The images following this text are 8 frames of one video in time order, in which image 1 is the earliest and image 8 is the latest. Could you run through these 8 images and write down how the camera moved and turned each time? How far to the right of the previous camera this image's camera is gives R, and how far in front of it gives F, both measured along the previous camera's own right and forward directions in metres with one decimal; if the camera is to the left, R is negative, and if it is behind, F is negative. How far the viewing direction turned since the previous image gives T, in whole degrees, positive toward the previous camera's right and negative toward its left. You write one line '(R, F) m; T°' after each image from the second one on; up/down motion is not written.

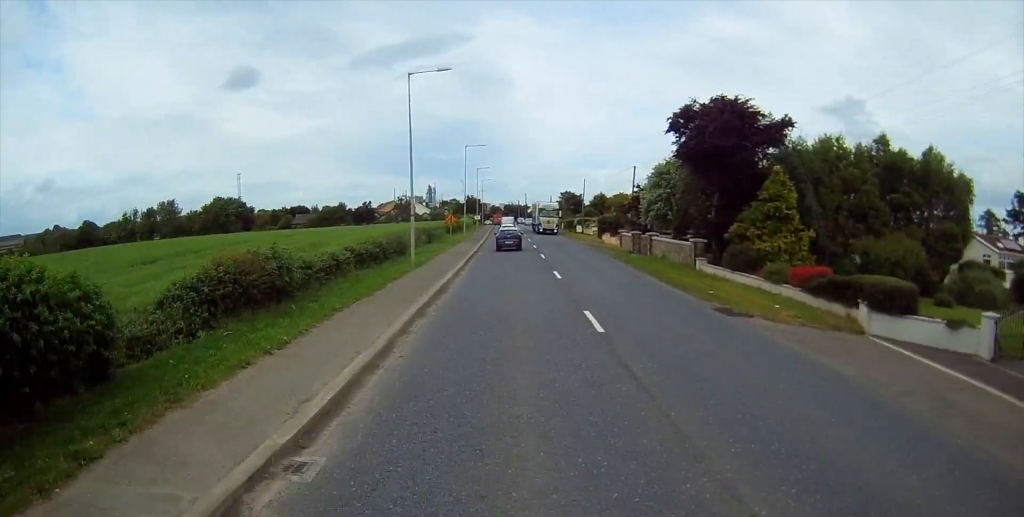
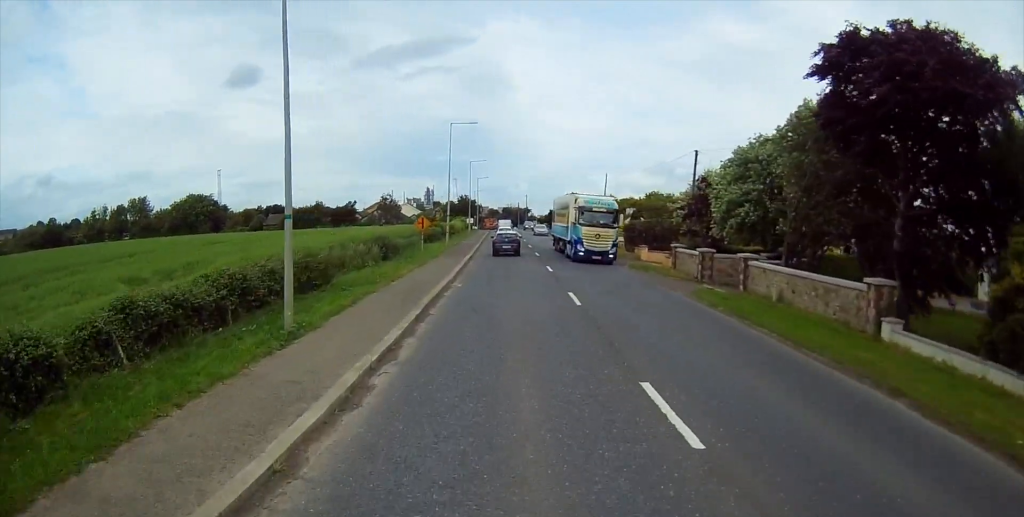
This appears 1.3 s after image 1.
(-0.4, +18.8) m; -1°
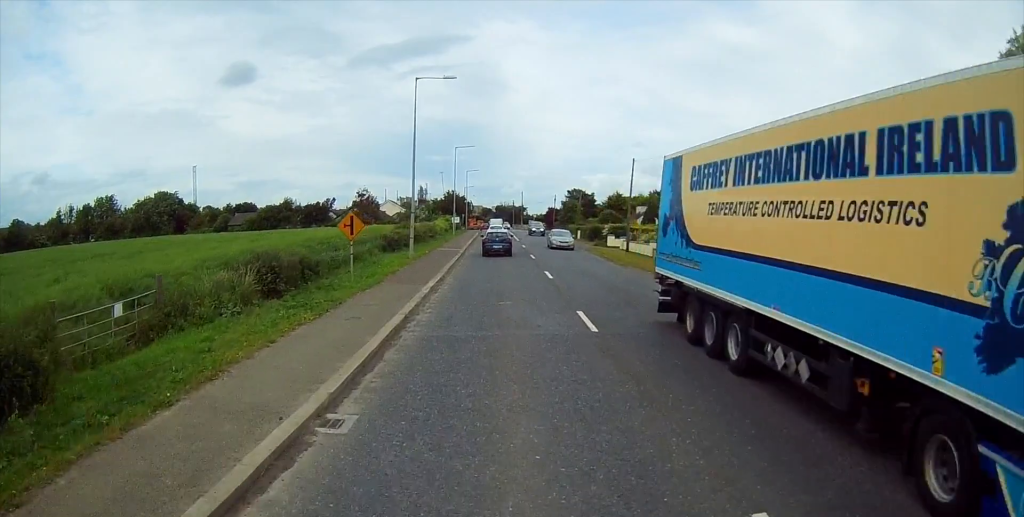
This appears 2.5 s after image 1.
(+0.3, +17.0) m; +2°
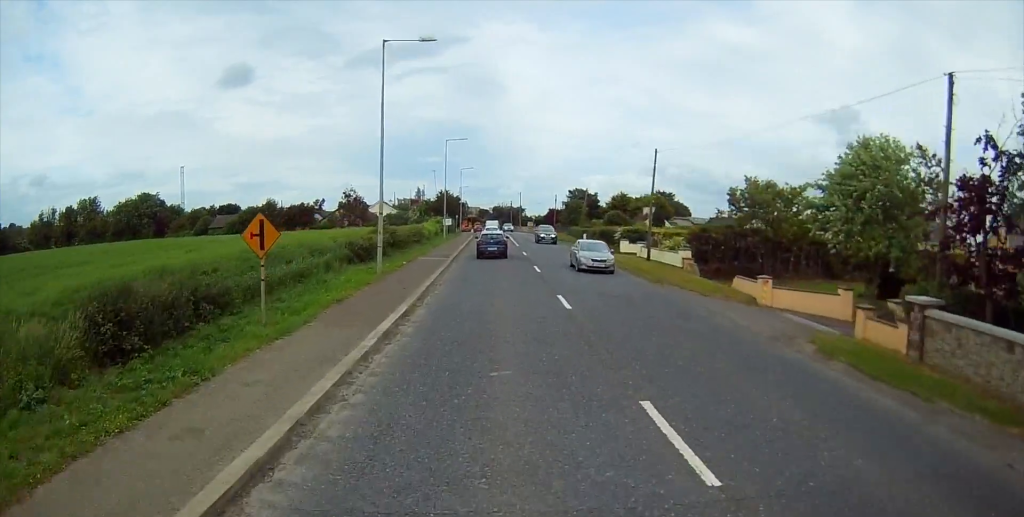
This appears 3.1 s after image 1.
(+0.2, +8.4) m; 0°
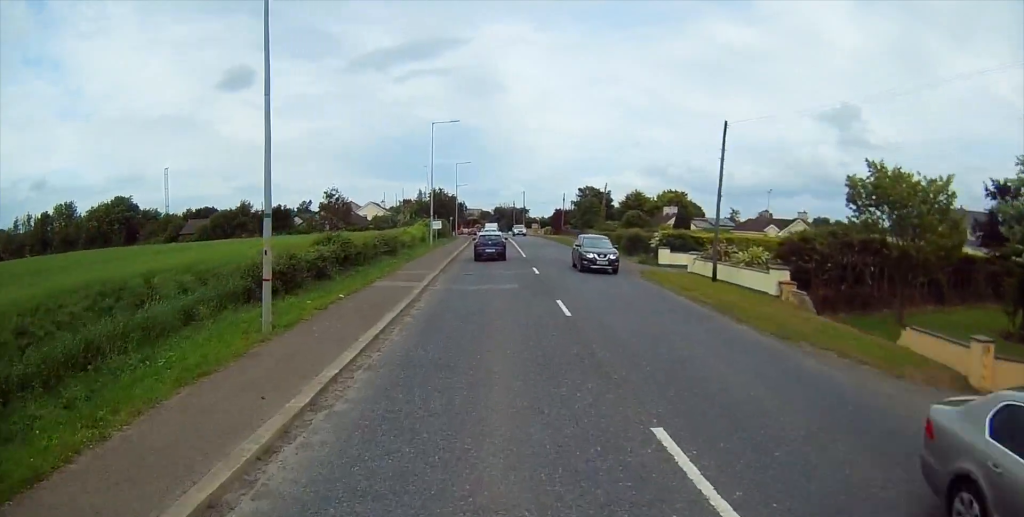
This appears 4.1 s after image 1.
(-0.1, +13.3) m; 0°
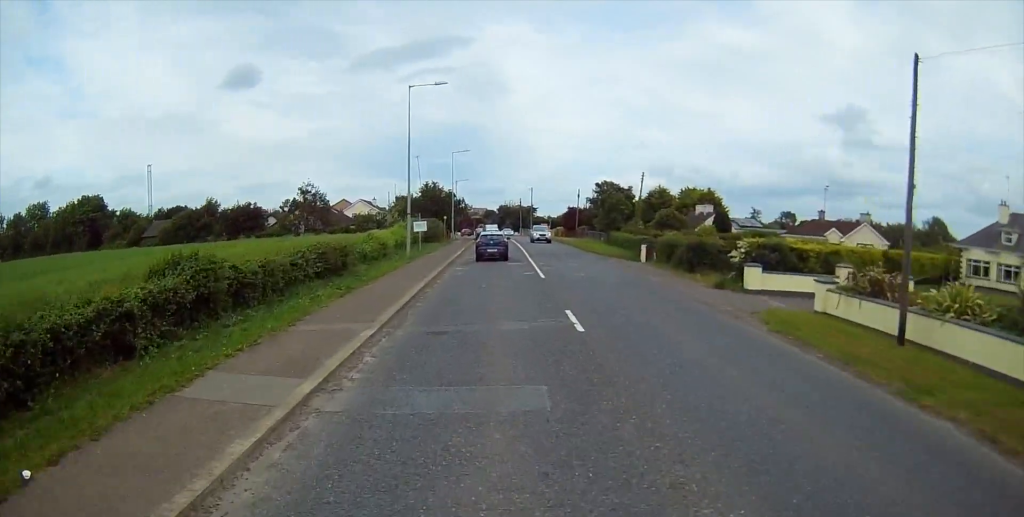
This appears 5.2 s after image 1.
(+0.1, +14.9) m; -1°
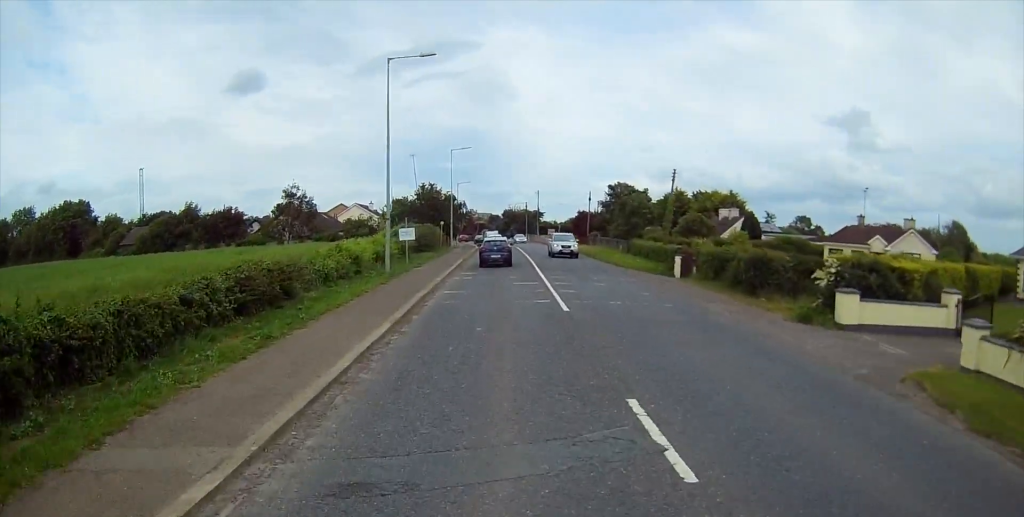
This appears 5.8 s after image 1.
(-0.1, +8.1) m; -1°
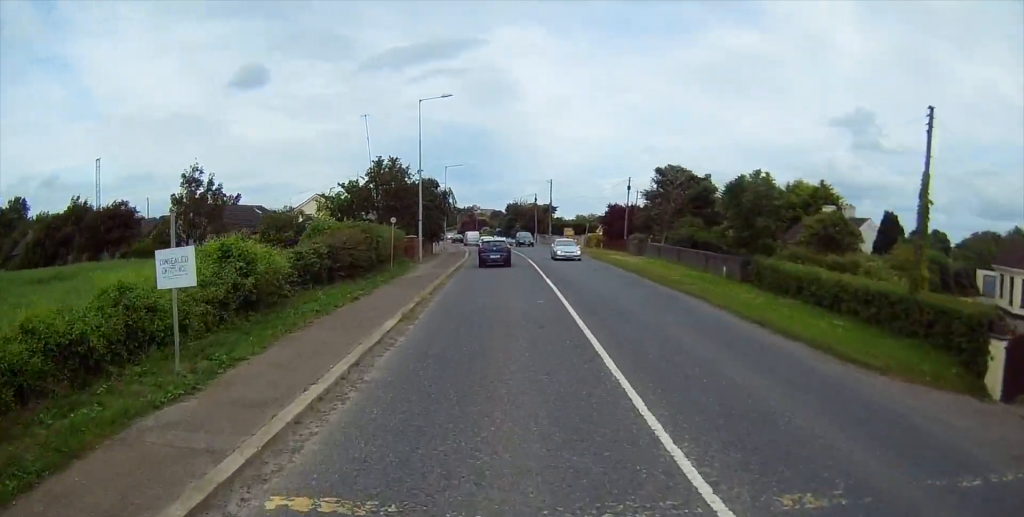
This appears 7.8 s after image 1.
(-0.1, +26.3) m; 0°
